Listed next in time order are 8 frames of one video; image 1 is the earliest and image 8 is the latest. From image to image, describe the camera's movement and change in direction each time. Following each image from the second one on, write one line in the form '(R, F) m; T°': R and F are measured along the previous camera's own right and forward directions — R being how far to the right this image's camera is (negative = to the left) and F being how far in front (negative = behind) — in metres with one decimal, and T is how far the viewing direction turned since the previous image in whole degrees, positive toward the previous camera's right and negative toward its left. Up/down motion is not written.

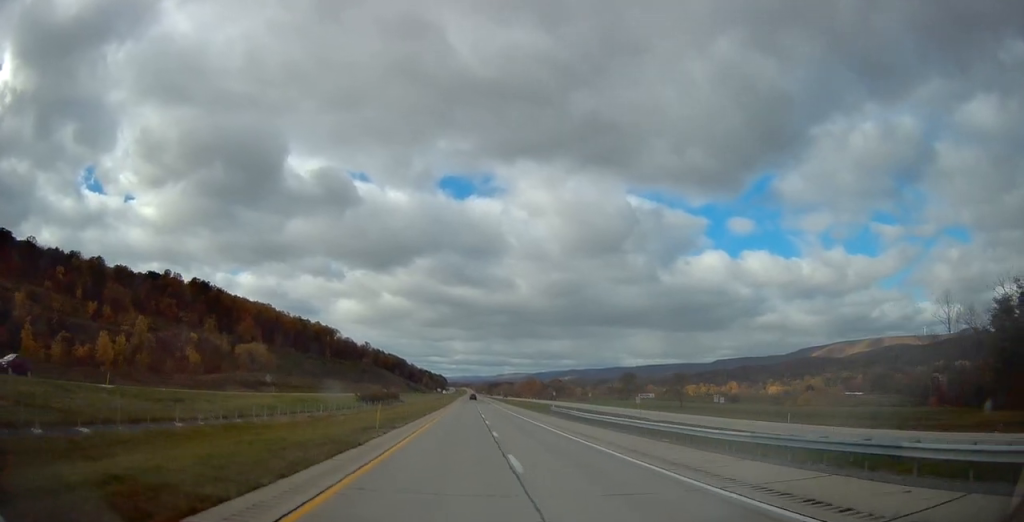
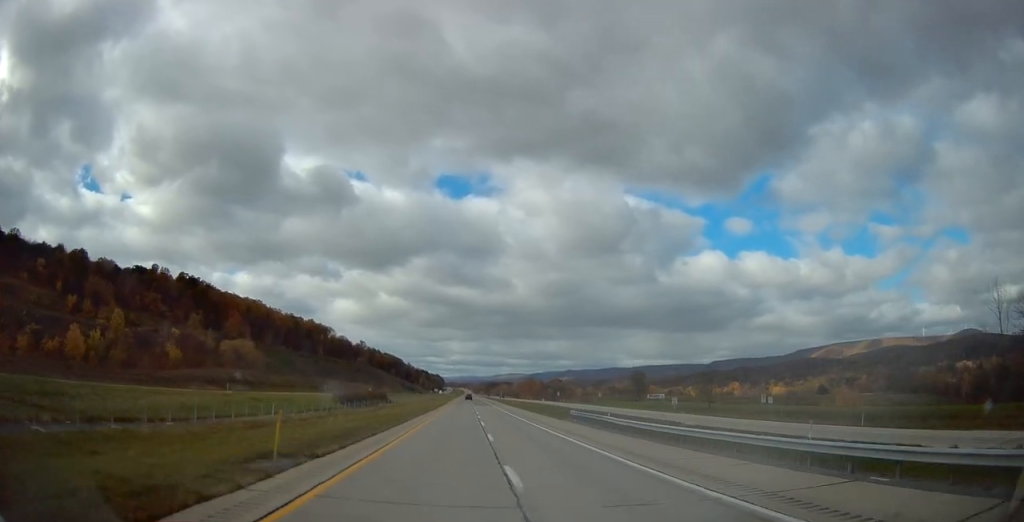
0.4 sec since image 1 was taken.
(0.0, +14.9) m; 0°
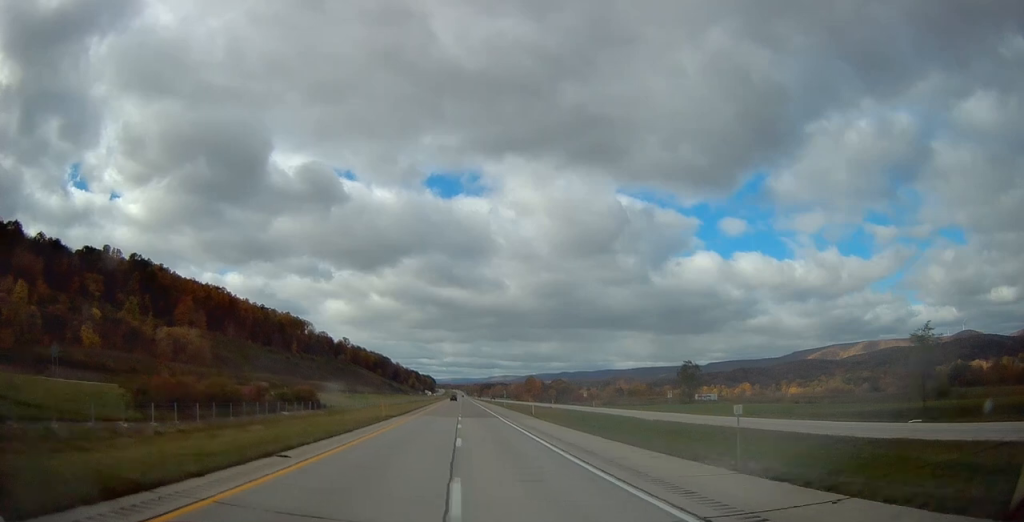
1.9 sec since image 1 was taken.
(+0.3, +51.8) m; +1°
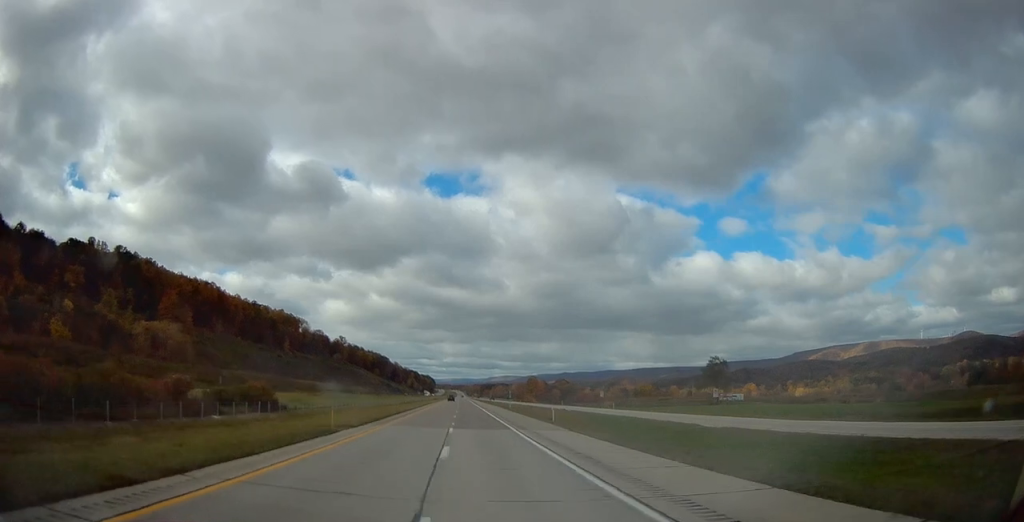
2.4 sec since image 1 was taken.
(+0.1, +16.2) m; 0°
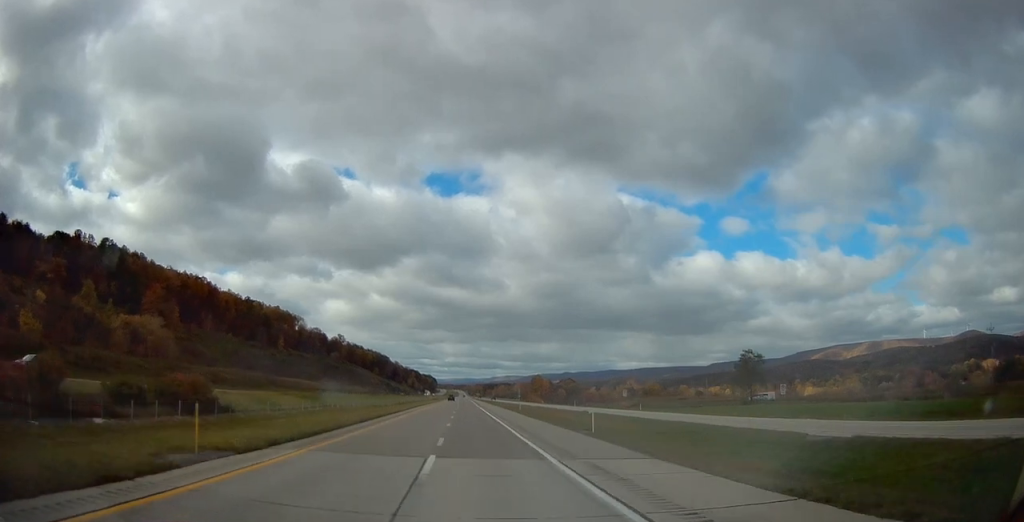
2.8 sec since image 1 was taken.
(-0.1, +15.0) m; 0°
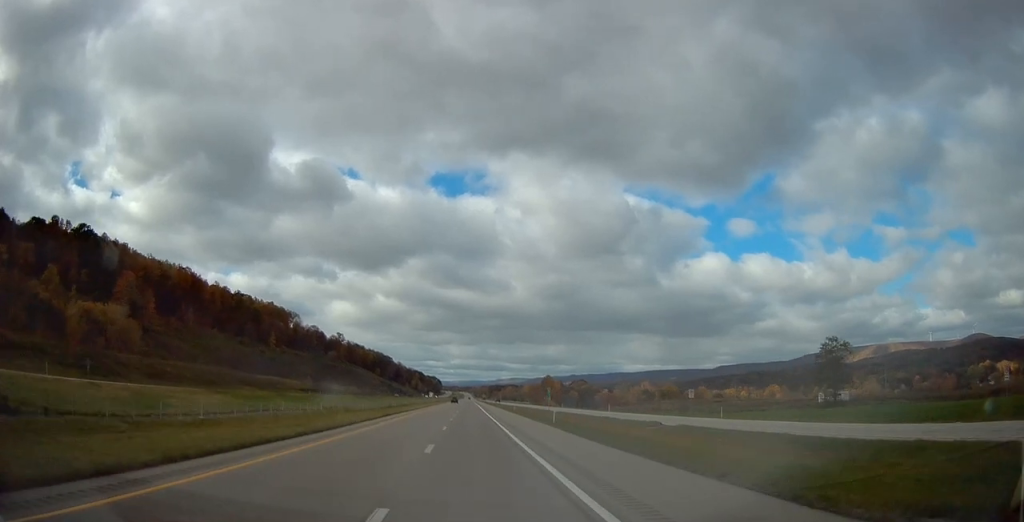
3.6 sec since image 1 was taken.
(-0.1, +26.6) m; 0°
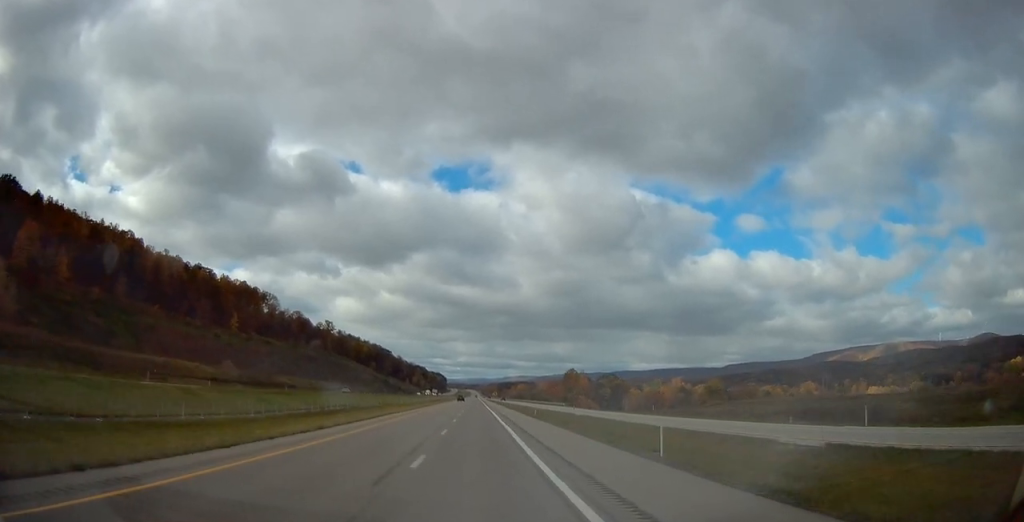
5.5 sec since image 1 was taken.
(-0.4, +65.5) m; -1°
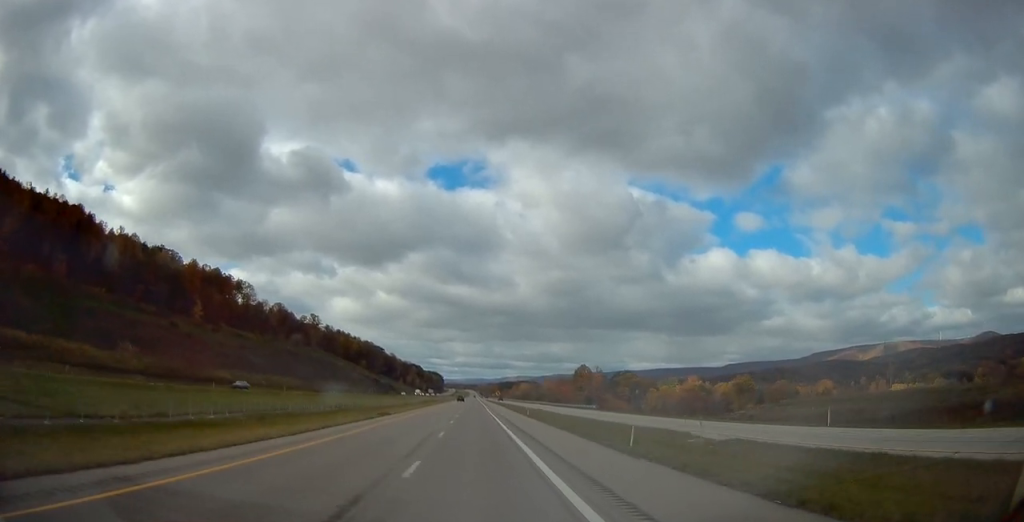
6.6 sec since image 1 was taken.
(-0.1, +37.8) m; 0°
